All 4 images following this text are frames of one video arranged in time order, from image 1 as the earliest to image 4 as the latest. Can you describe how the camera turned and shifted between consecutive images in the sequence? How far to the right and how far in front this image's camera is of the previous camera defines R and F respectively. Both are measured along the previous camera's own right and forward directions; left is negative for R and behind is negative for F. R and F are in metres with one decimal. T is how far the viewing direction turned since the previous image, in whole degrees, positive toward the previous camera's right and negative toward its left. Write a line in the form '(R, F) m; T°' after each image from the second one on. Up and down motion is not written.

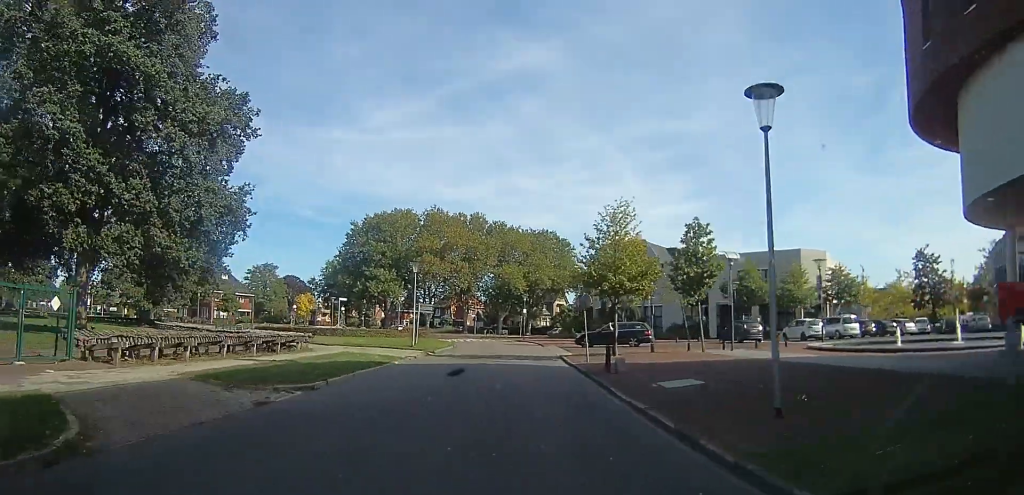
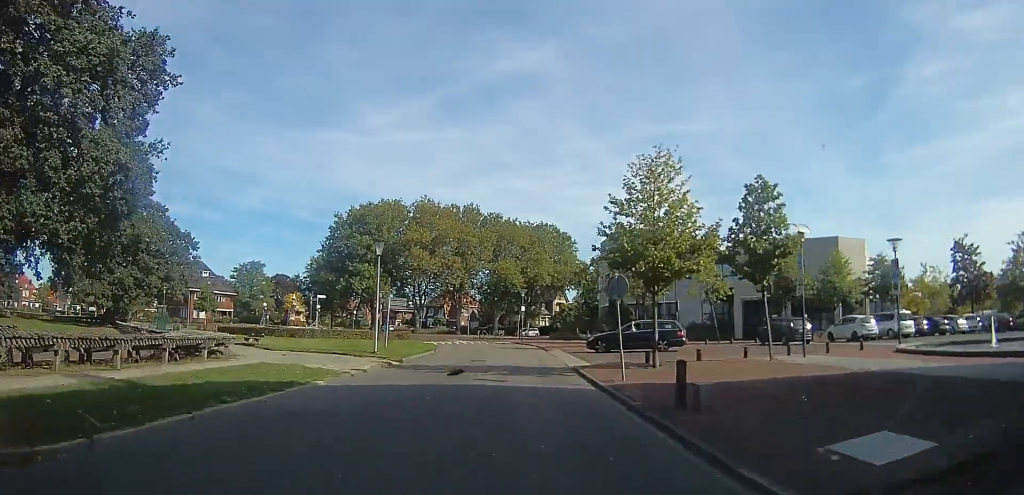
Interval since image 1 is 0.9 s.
(0.0, +7.0) m; 0°
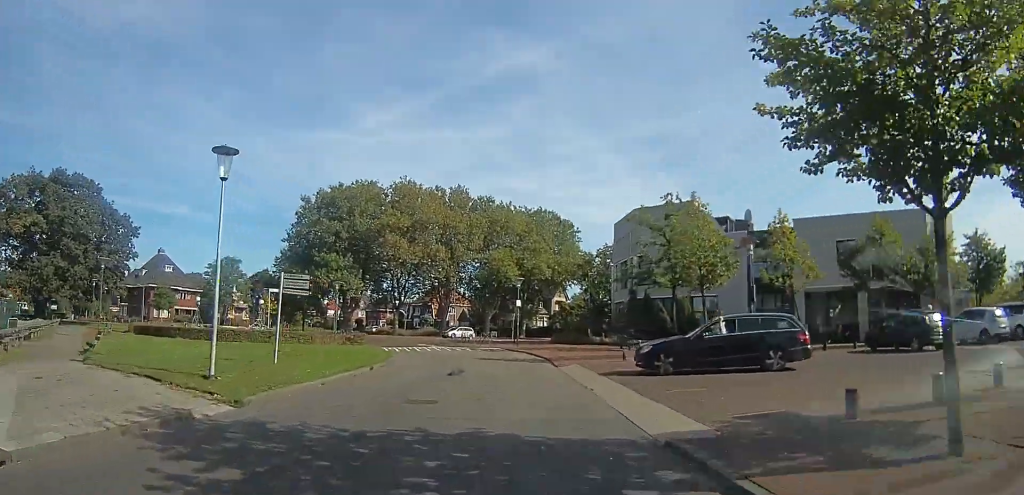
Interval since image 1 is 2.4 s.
(0.0, +11.7) m; 0°
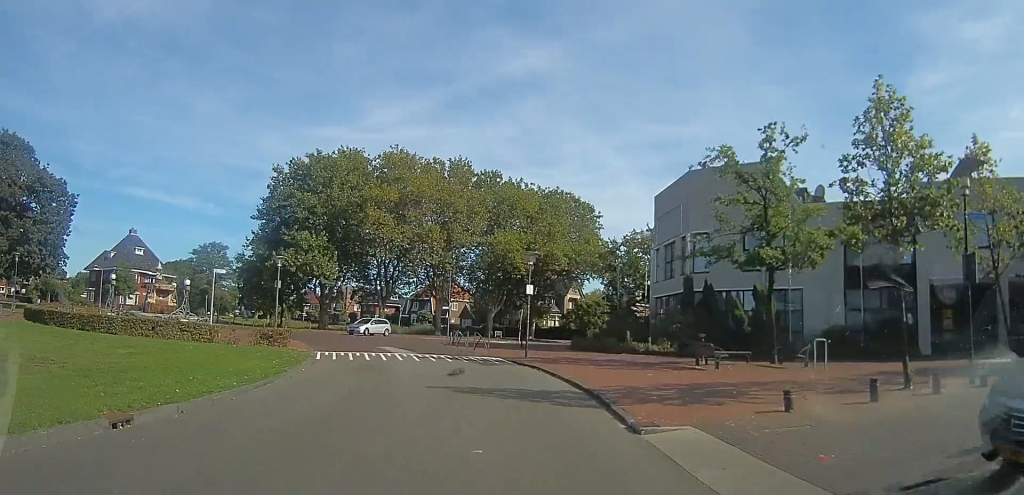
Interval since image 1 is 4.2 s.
(0.0, +11.6) m; 0°
